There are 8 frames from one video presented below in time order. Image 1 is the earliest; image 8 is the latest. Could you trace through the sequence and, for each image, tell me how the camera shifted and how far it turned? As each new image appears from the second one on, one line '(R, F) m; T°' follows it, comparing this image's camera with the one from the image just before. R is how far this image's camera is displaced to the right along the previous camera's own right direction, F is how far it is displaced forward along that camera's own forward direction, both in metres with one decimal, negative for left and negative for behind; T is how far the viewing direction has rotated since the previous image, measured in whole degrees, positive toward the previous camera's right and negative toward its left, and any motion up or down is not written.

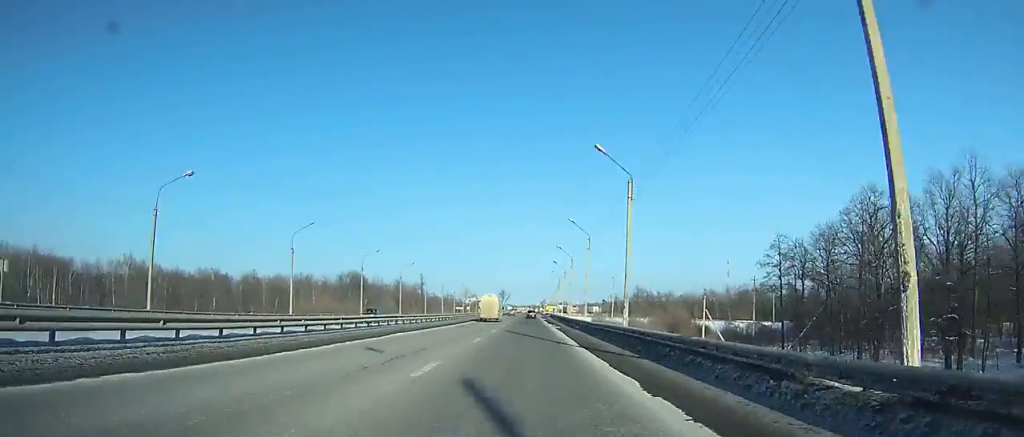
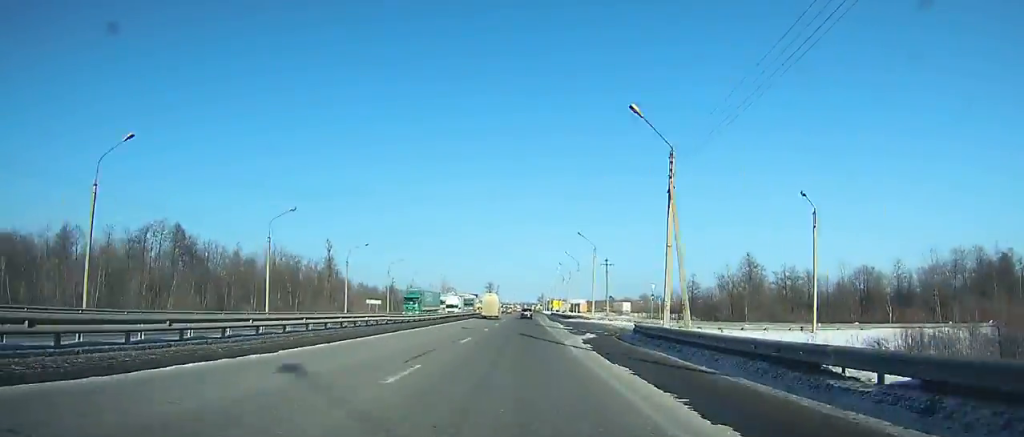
(+0.6, +101.9) m; +1°
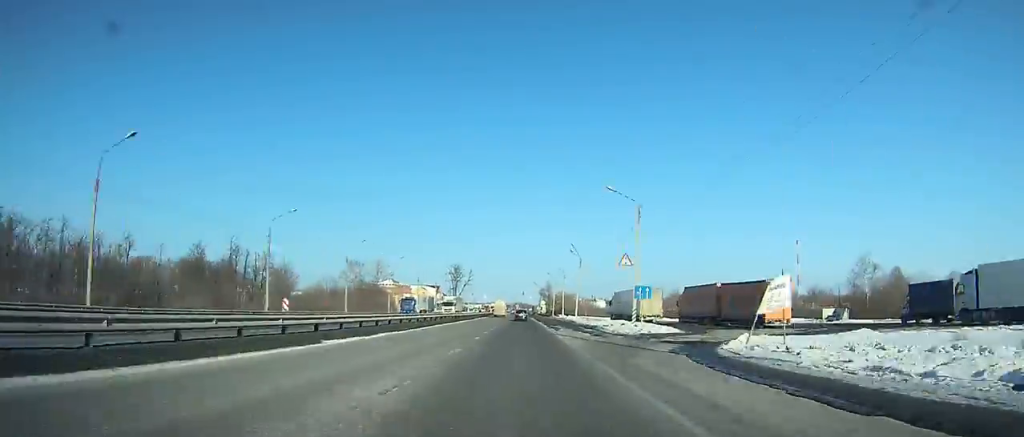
(+0.7, +172.2) m; 0°
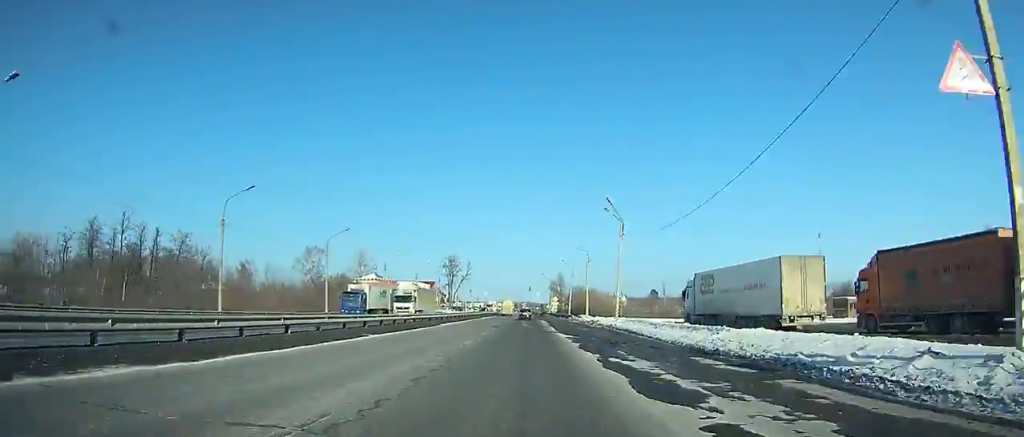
(-0.1, +32.8) m; 0°
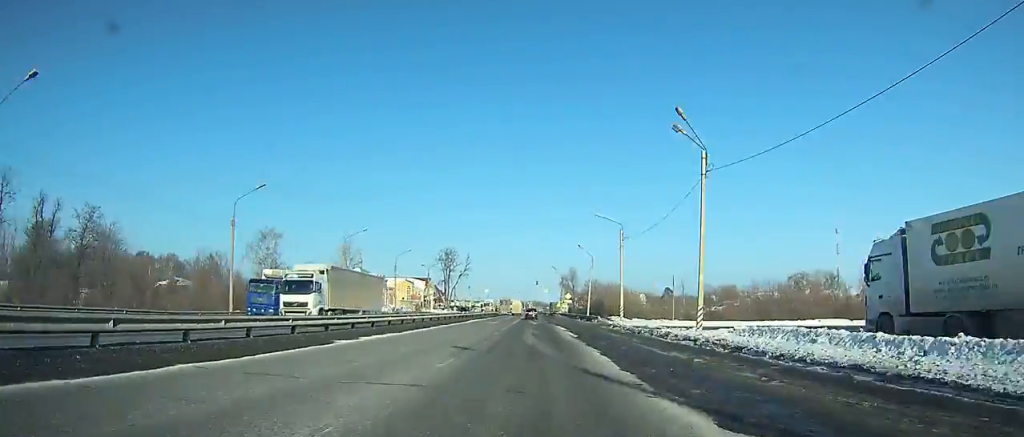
(0.0, +21.7) m; 0°
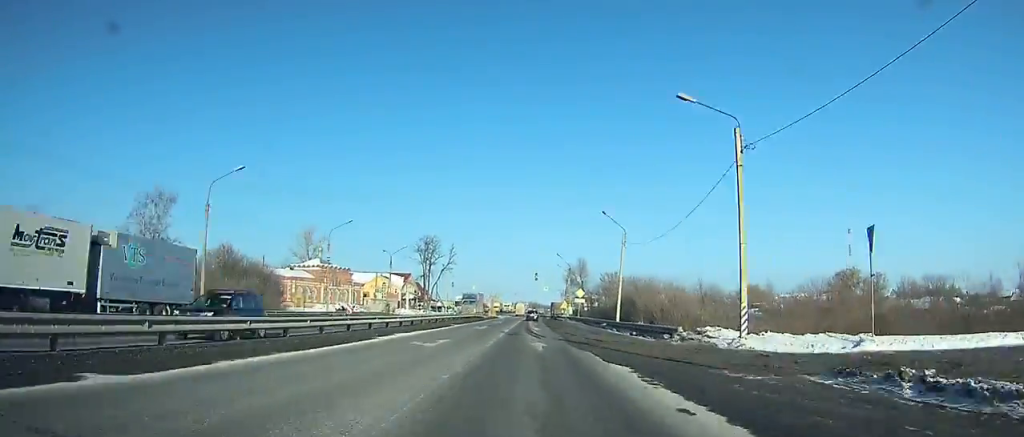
(0.0, +27.9) m; 0°
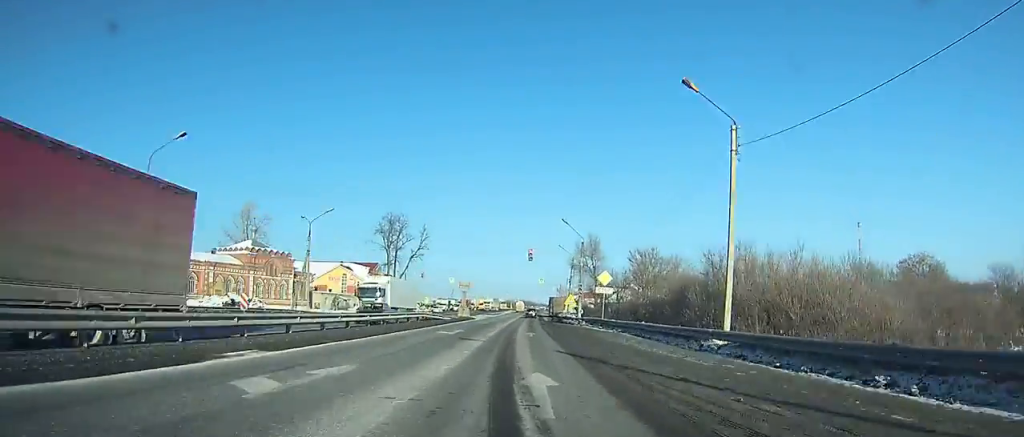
(0.0, +26.9) m; 0°
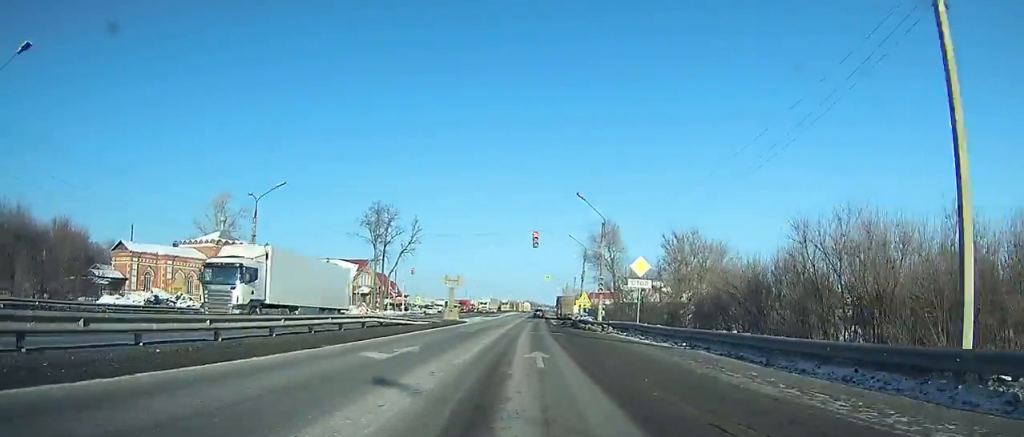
(-0.1, +10.6) m; -1°
